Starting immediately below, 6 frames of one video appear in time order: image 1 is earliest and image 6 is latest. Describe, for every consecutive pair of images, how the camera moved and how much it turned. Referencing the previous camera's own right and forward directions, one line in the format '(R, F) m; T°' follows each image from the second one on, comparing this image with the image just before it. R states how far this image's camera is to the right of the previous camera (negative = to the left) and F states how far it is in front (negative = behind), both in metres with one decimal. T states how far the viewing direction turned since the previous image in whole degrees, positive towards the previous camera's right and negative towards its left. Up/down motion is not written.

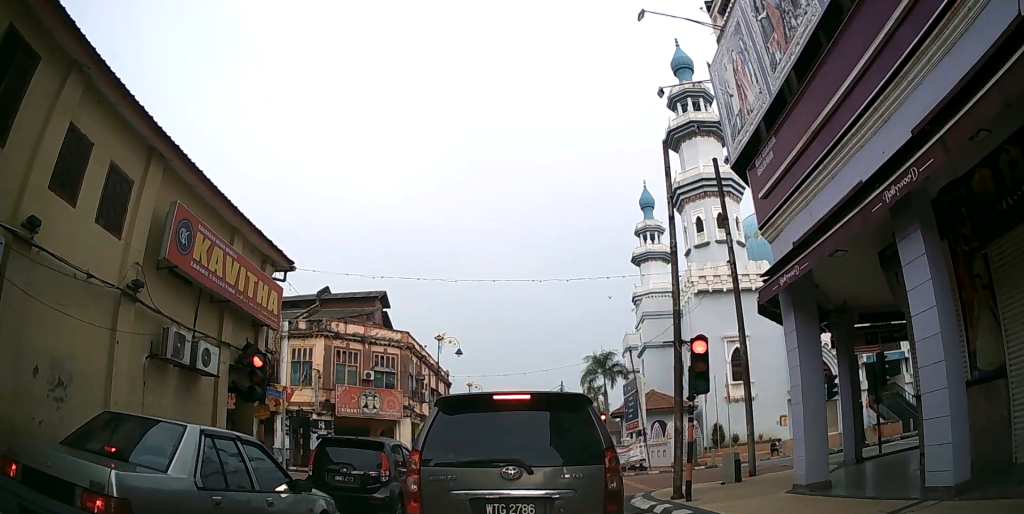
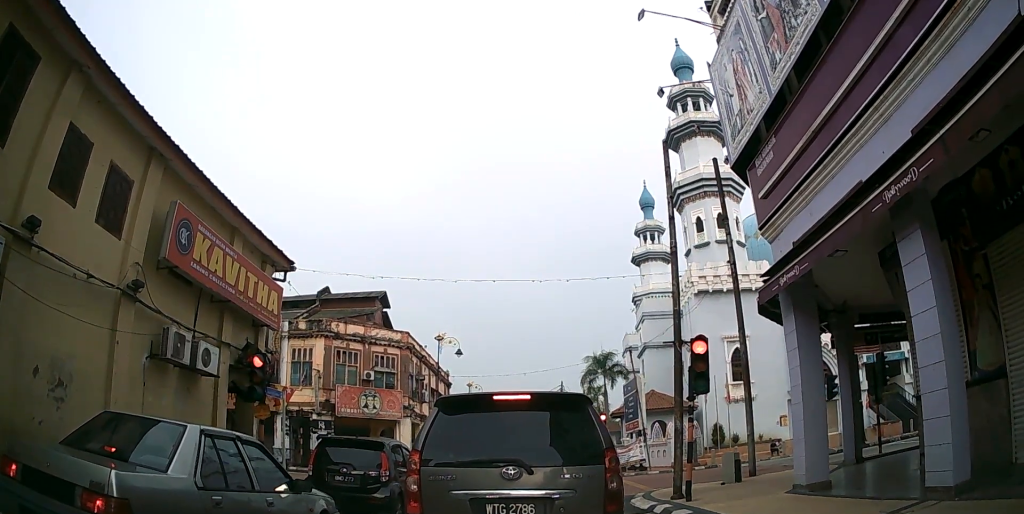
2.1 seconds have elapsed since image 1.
(0.0, 0.0) m; 0°
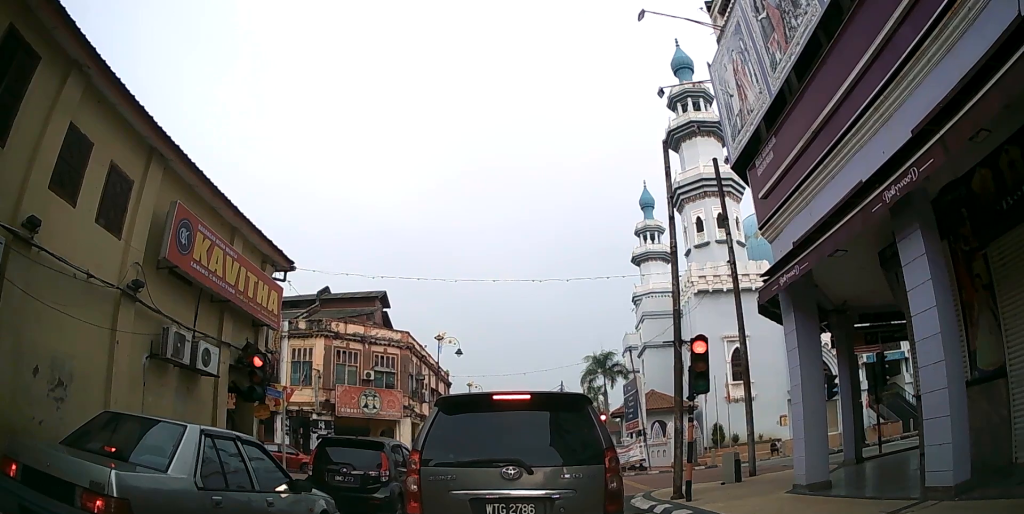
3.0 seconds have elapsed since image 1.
(0.0, 0.0) m; 0°
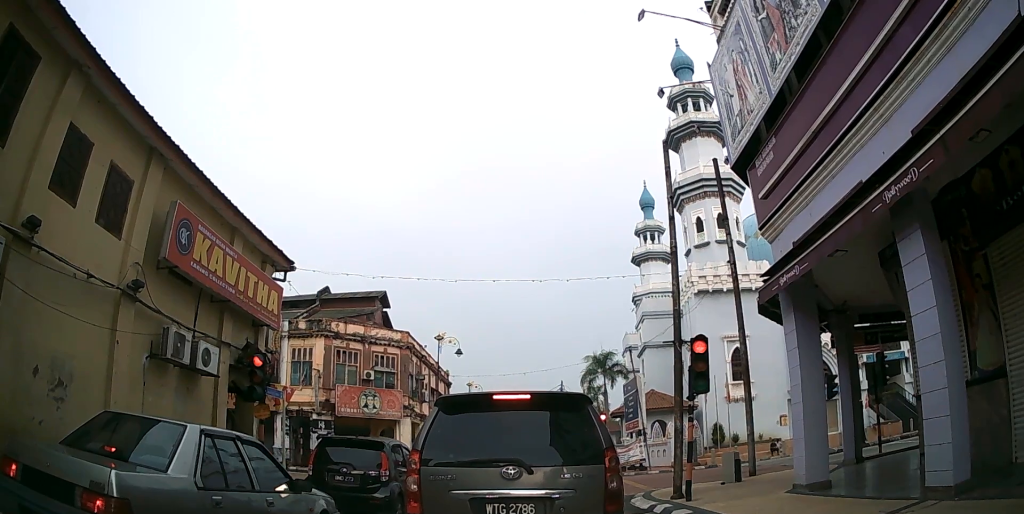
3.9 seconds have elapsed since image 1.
(0.0, 0.0) m; 0°
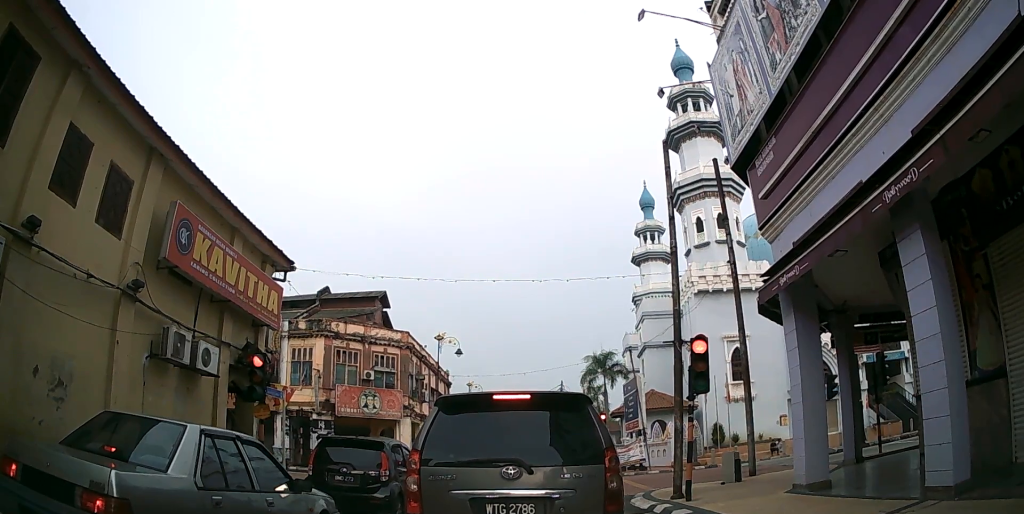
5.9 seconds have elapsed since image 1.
(0.0, 0.0) m; 0°
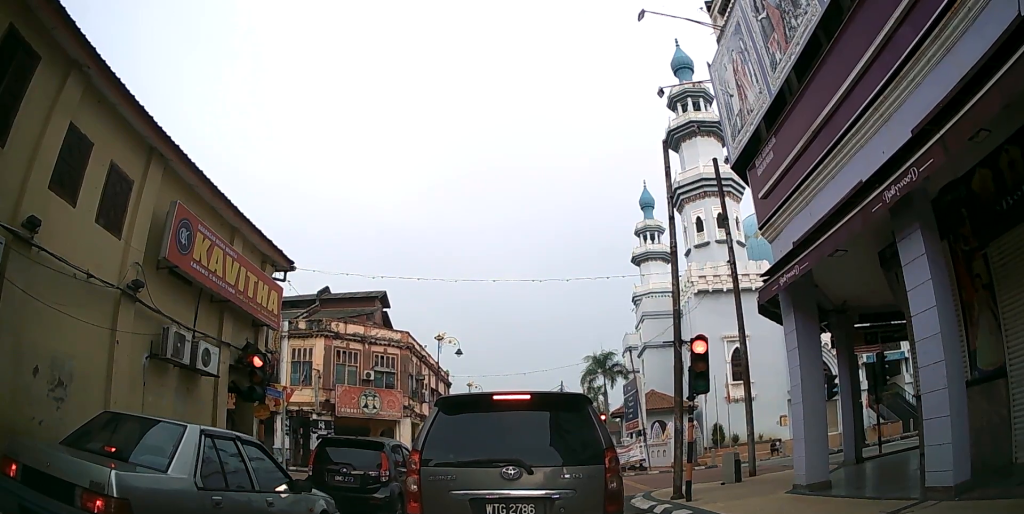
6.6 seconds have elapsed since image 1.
(0.0, 0.0) m; 0°
